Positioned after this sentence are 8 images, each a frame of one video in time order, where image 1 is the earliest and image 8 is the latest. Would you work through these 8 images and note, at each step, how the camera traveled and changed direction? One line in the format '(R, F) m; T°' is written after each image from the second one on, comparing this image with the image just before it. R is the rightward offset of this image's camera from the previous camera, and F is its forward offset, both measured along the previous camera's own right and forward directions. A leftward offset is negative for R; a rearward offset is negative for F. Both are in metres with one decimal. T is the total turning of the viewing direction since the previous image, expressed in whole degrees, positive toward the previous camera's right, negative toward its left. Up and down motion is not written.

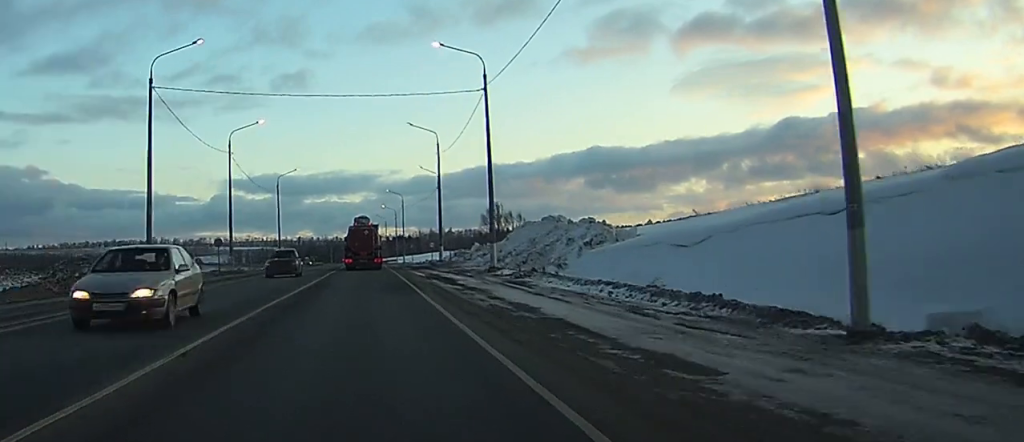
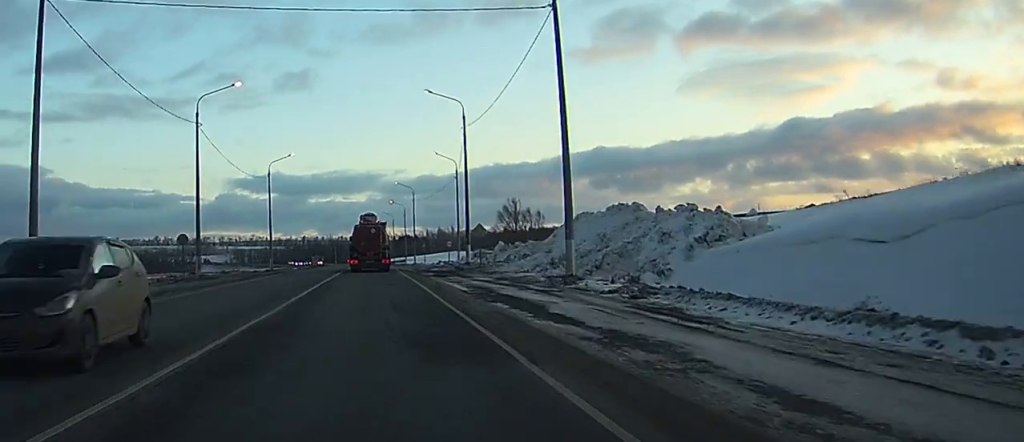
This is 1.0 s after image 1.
(-0.2, +16.2) m; 0°
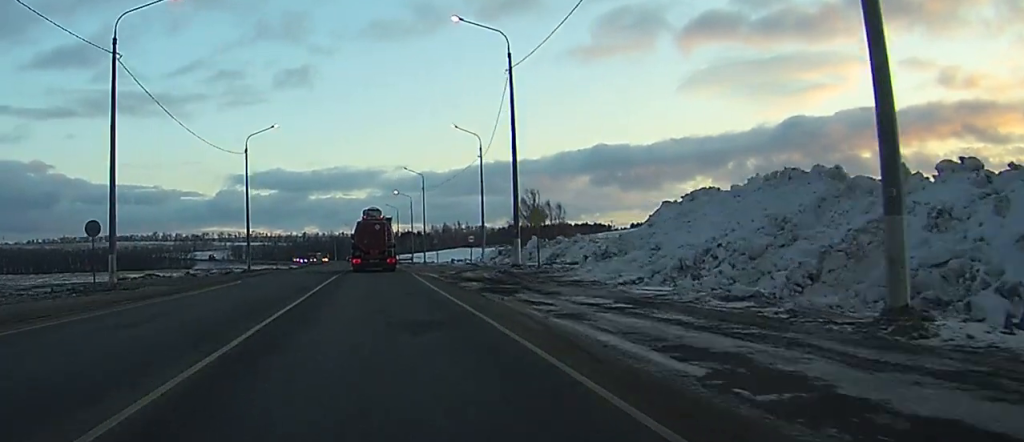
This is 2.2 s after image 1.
(0.0, +19.3) m; 0°
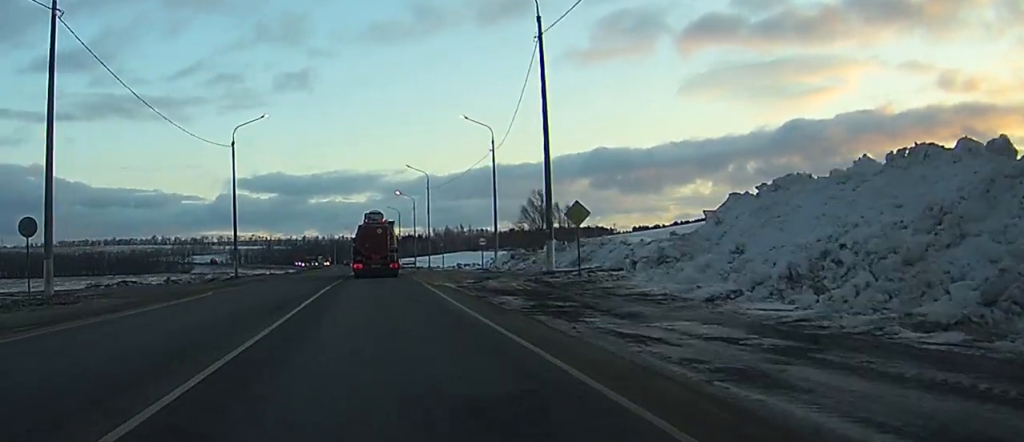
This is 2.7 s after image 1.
(0.0, +7.6) m; 0°
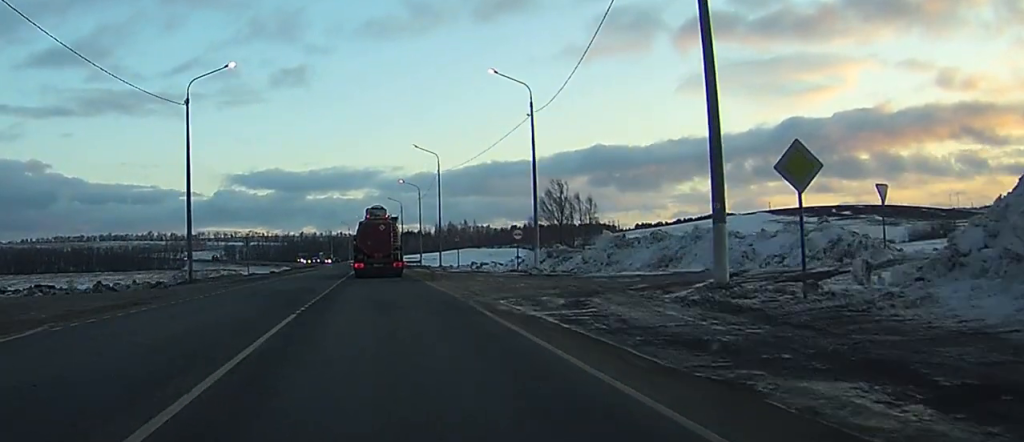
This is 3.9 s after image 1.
(+0.1, +17.3) m; +1°
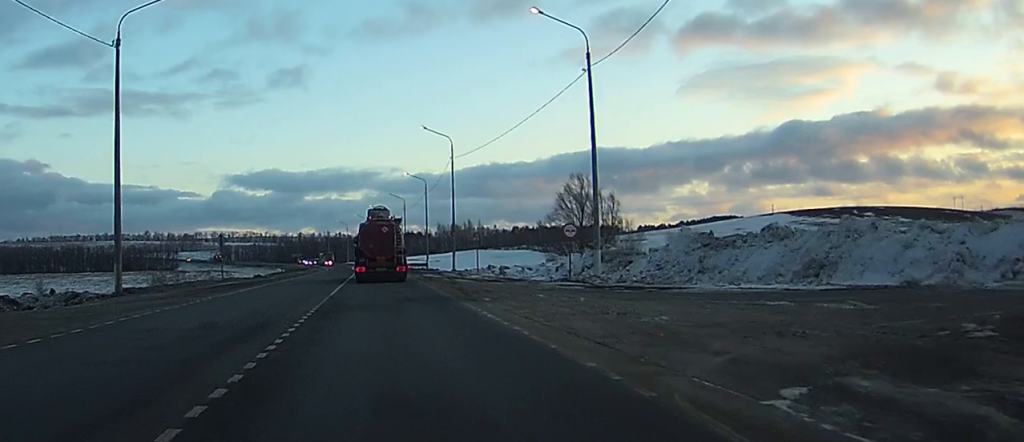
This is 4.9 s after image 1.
(0.0, +14.4) m; 0°
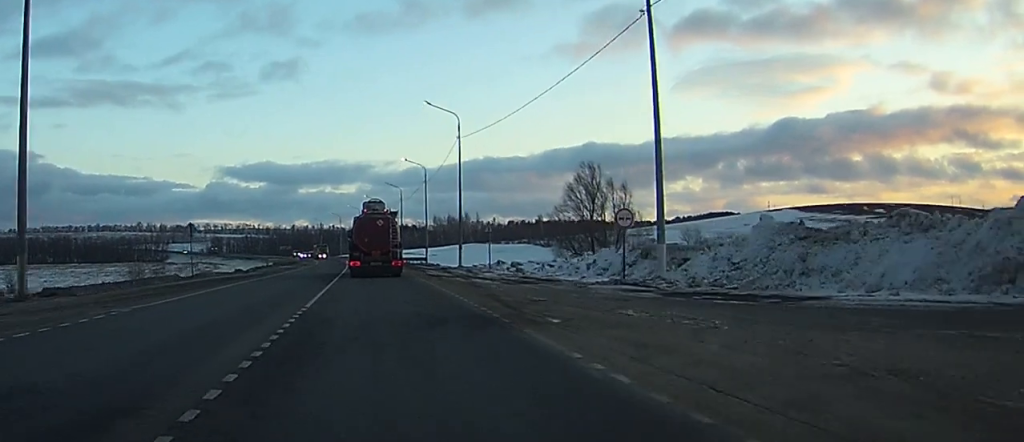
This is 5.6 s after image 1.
(0.0, +9.5) m; 0°
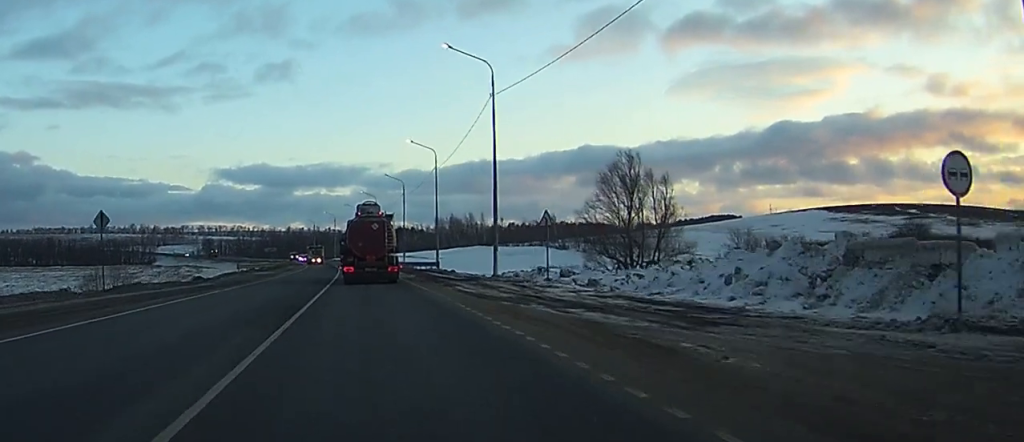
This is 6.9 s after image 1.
(0.0, +19.1) m; +1°
